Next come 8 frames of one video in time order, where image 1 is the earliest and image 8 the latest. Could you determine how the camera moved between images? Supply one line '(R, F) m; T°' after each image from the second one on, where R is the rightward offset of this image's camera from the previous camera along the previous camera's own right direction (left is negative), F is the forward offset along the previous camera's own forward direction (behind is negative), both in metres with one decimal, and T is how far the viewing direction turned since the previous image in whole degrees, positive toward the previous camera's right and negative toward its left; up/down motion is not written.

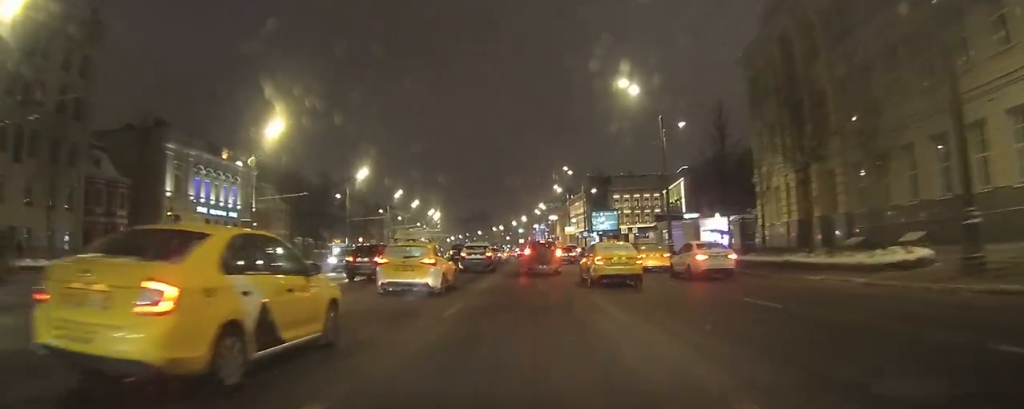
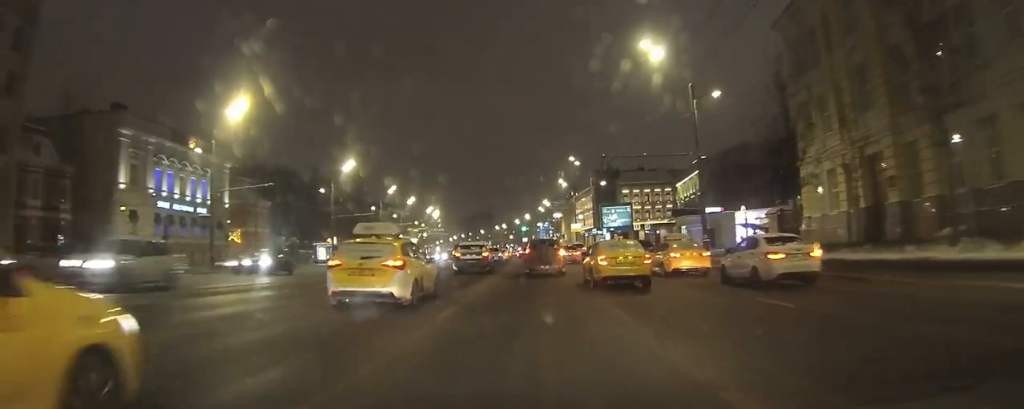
(-0.1, +9.0) m; -1°
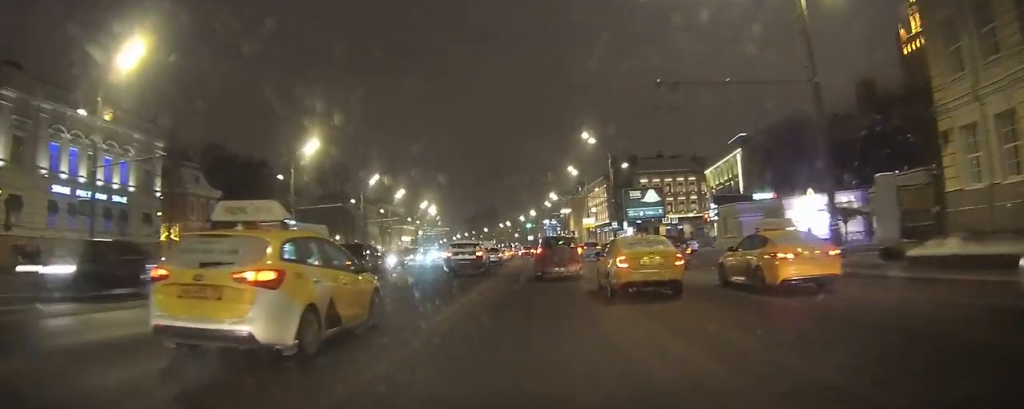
(-0.3, +17.5) m; -2°
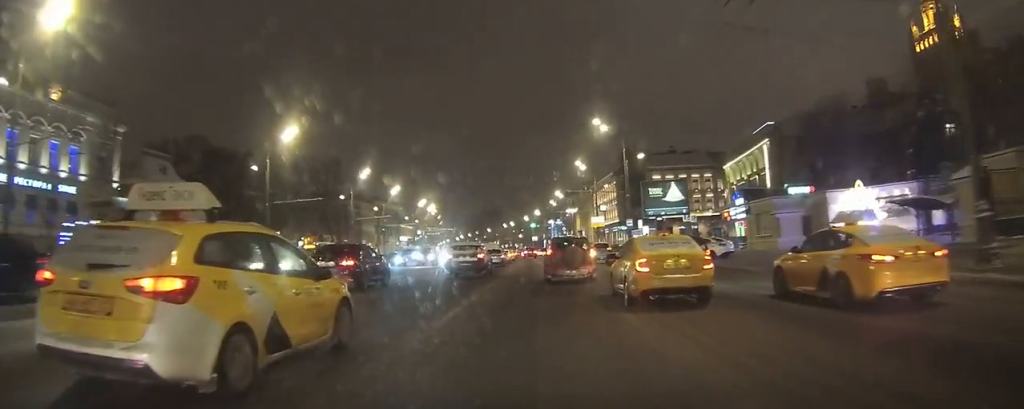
(0.0, +7.7) m; -1°
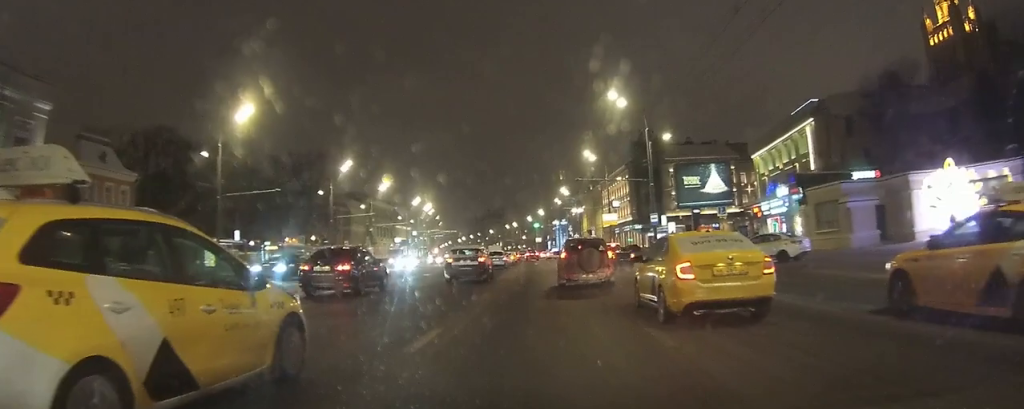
(0.0, +10.5) m; +1°
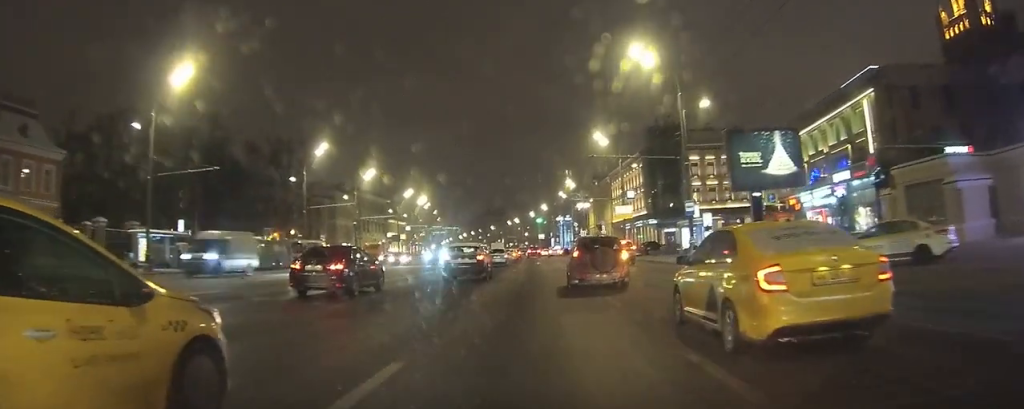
(+0.2, +11.3) m; +1°
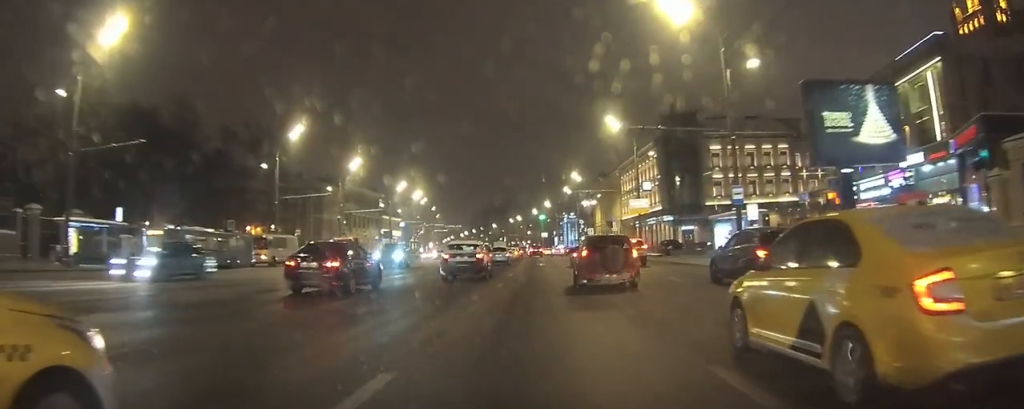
(+0.1, +9.8) m; 0°
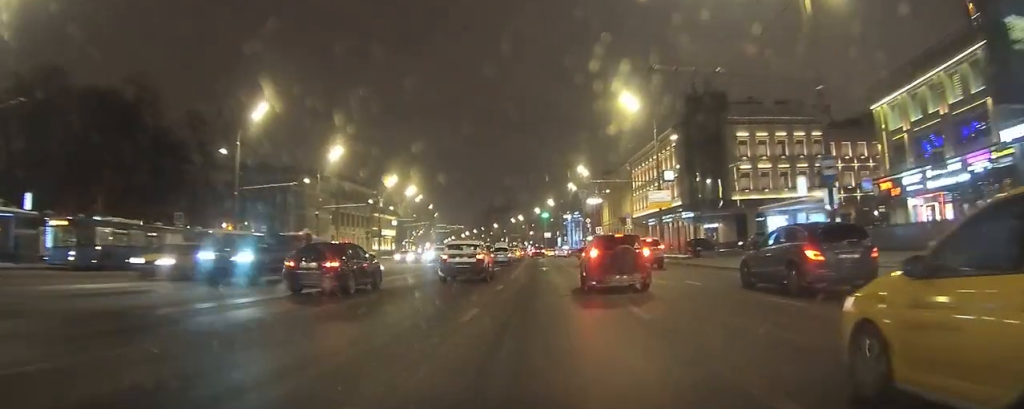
(-0.1, +10.9) m; -1°
